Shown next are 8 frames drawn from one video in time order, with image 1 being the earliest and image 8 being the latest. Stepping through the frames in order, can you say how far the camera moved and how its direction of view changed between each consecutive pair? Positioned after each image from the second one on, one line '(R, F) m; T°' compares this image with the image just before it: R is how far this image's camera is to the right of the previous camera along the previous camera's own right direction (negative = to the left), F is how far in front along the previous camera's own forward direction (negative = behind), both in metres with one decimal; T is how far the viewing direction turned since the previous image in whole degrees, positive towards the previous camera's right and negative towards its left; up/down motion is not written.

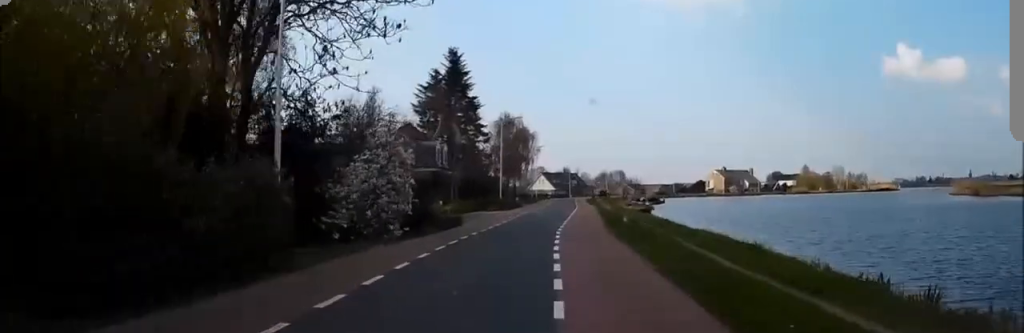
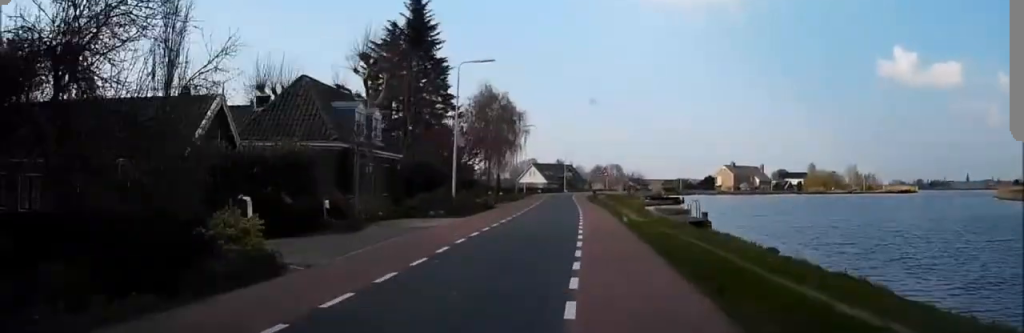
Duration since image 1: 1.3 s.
(0.0, +19.8) m; +1°
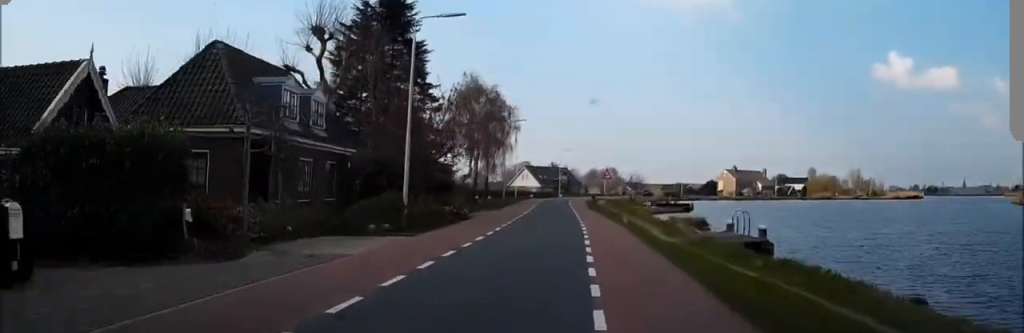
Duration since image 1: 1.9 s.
(+0.1, +8.4) m; 0°
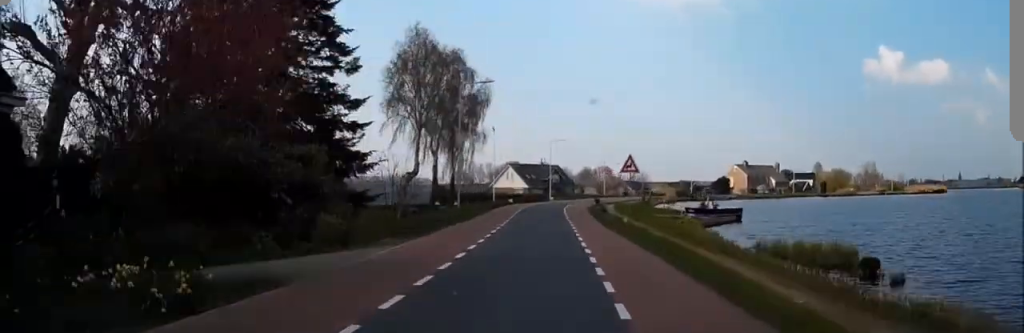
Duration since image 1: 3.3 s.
(0.0, +20.8) m; 0°
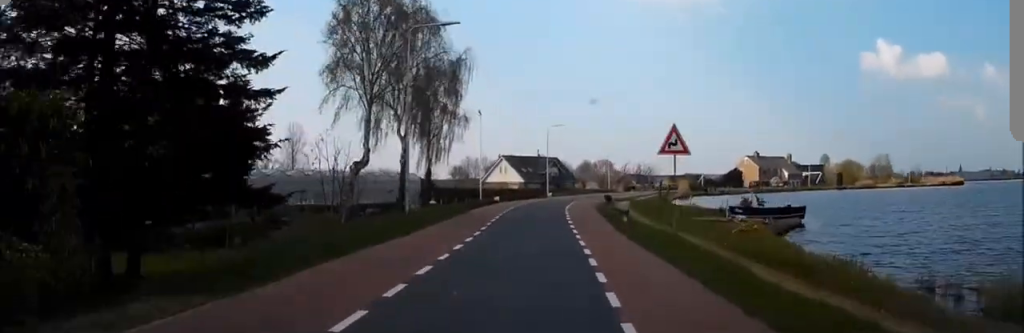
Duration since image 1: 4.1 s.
(0.0, +11.5) m; 0°
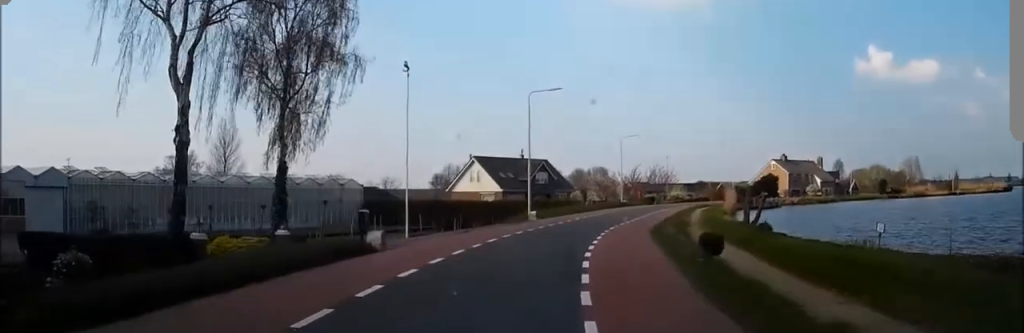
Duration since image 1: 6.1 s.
(+0.2, +27.8) m; +2°
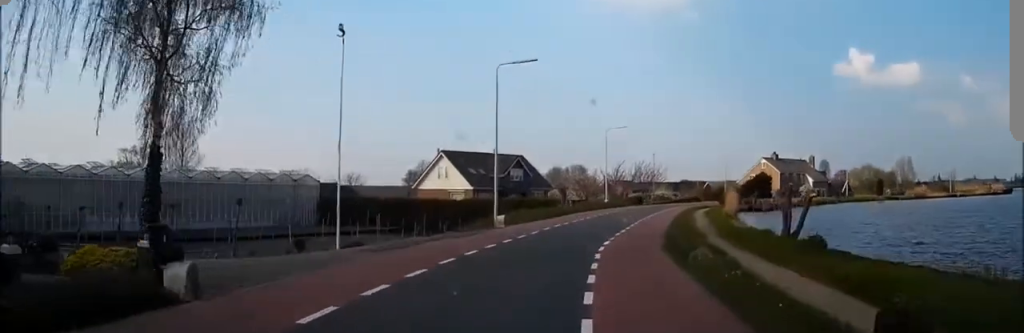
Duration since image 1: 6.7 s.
(0.0, +7.7) m; +1°
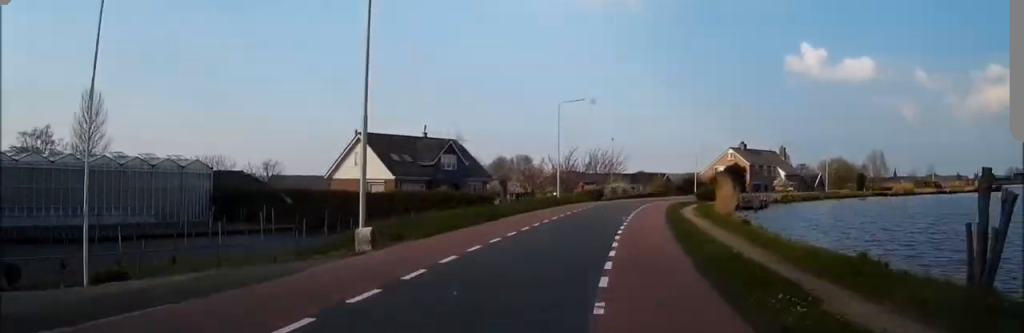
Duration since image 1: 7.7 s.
(+0.4, +12.9) m; +4°
